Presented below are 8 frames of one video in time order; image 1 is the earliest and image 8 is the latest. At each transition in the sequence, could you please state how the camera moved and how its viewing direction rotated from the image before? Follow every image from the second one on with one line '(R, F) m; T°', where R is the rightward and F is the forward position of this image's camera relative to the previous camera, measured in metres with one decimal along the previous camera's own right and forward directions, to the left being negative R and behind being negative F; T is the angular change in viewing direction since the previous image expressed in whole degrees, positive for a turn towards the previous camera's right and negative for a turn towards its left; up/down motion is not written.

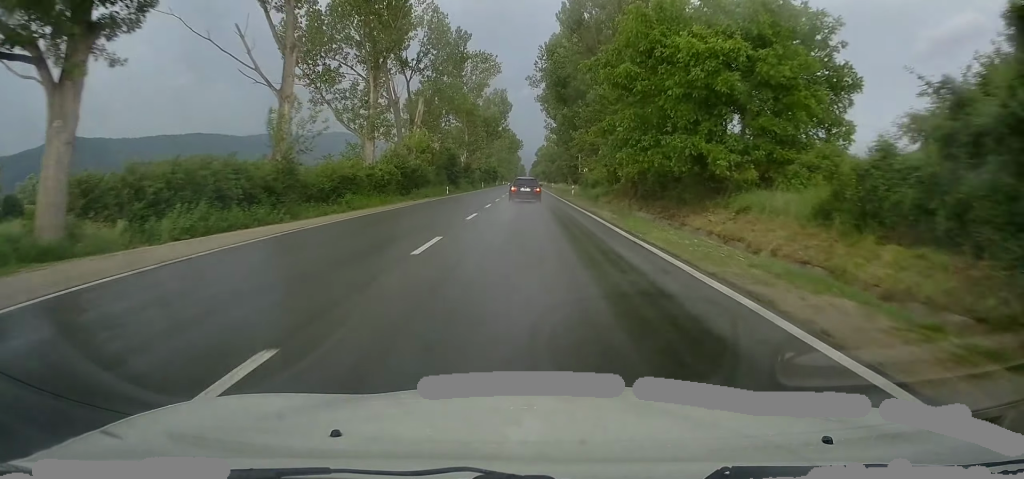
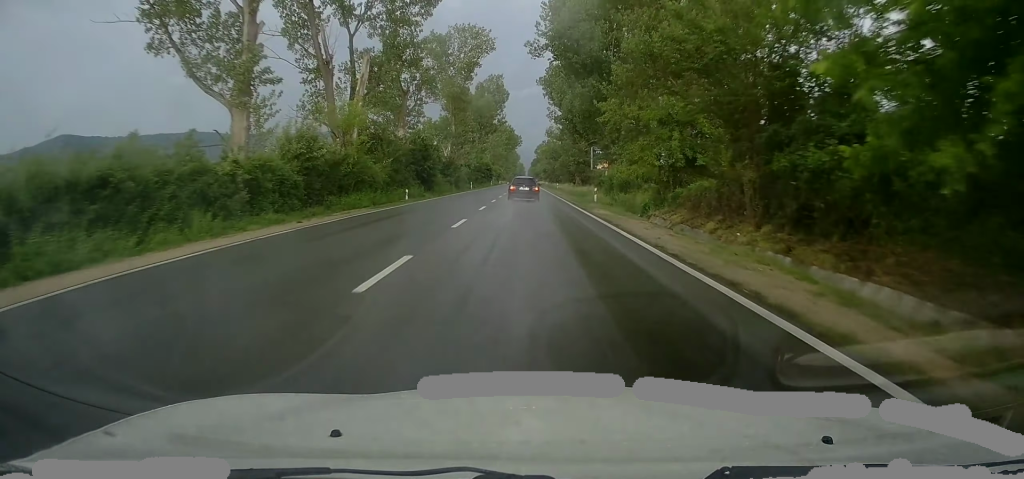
(0.0, +21.0) m; 0°
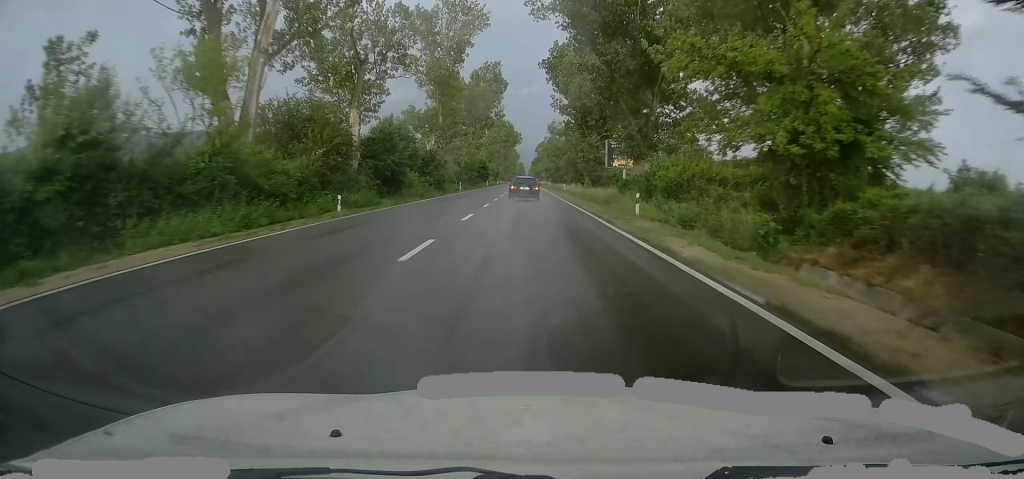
(0.0, +15.4) m; 0°
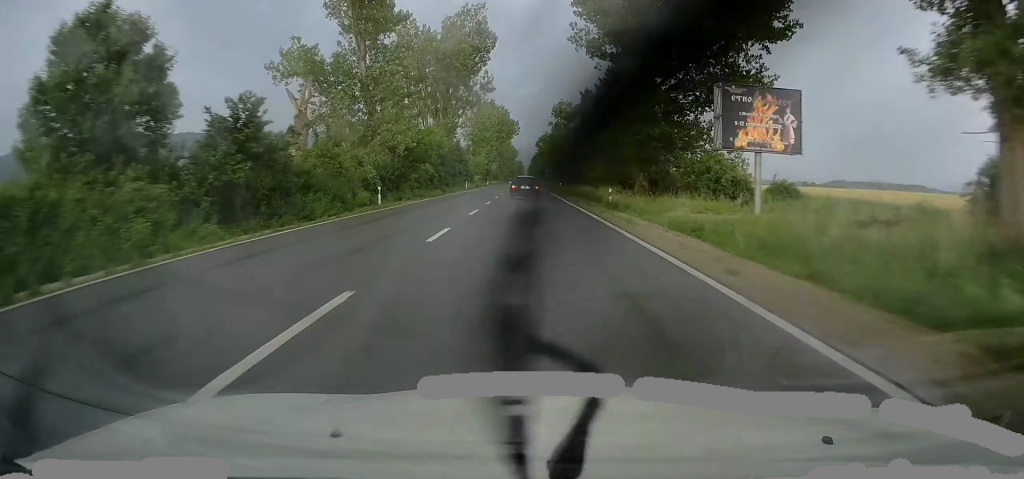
(+0.2, +41.7) m; +1°
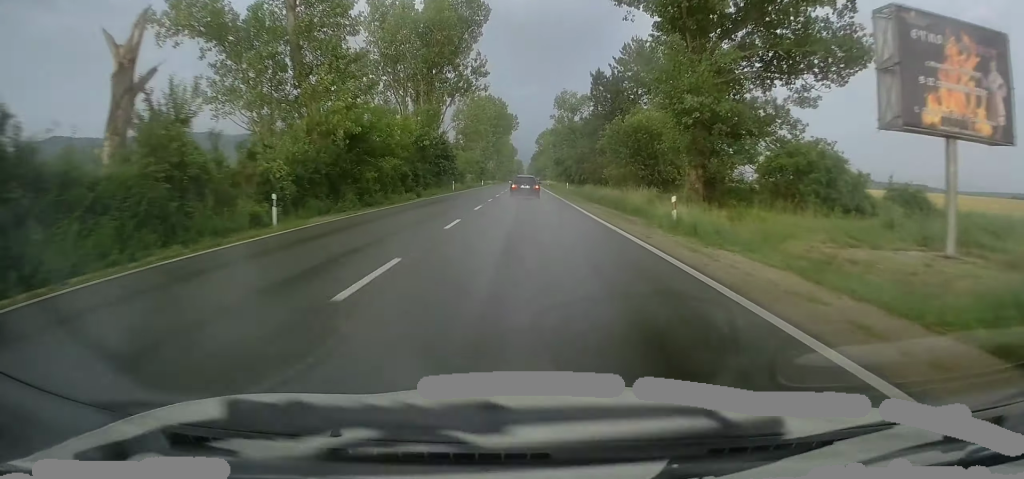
(+0.2, +14.7) m; 0°
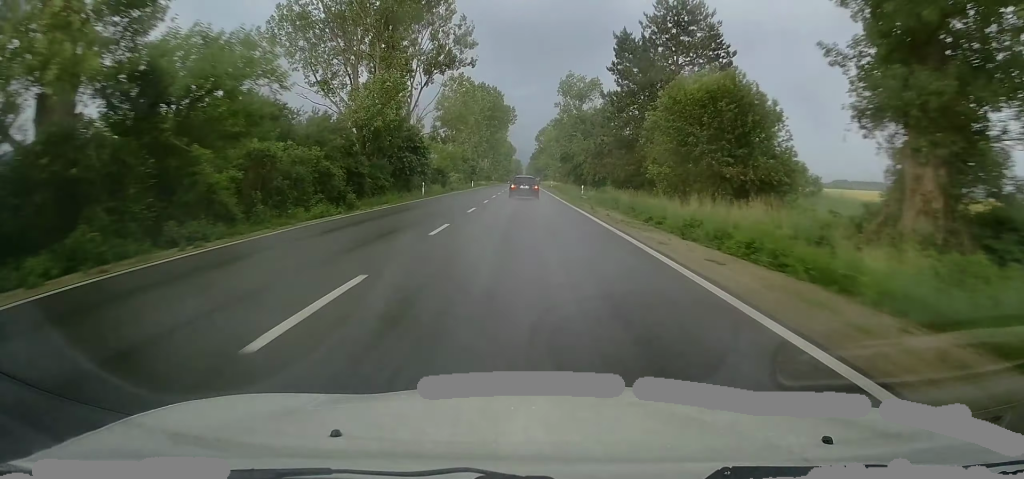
(-0.1, +19.6) m; -1°
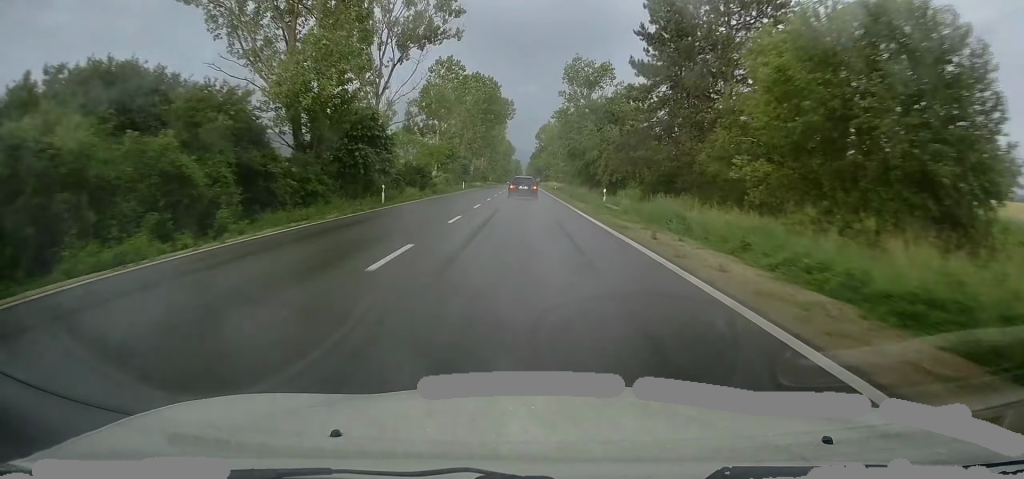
(-0.2, +13.9) m; 0°
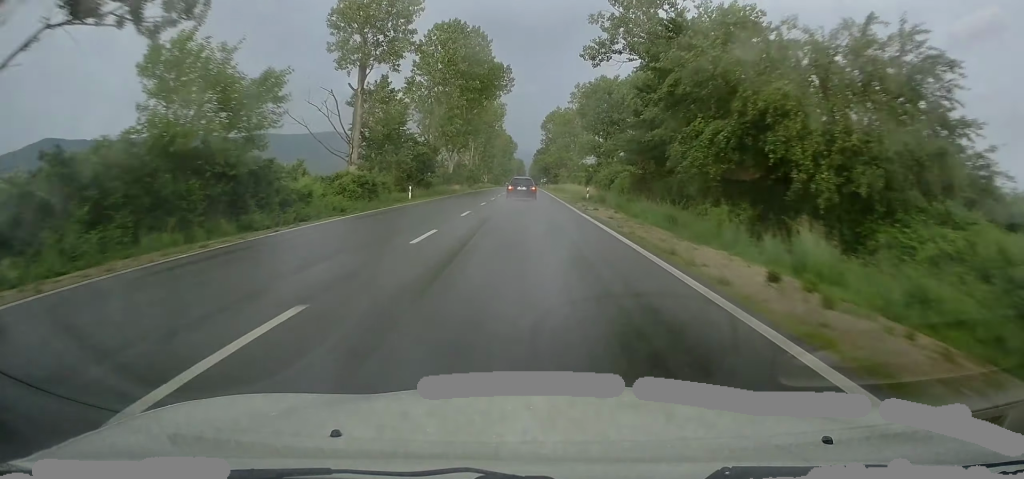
(0.0, +40.9) m; 0°
